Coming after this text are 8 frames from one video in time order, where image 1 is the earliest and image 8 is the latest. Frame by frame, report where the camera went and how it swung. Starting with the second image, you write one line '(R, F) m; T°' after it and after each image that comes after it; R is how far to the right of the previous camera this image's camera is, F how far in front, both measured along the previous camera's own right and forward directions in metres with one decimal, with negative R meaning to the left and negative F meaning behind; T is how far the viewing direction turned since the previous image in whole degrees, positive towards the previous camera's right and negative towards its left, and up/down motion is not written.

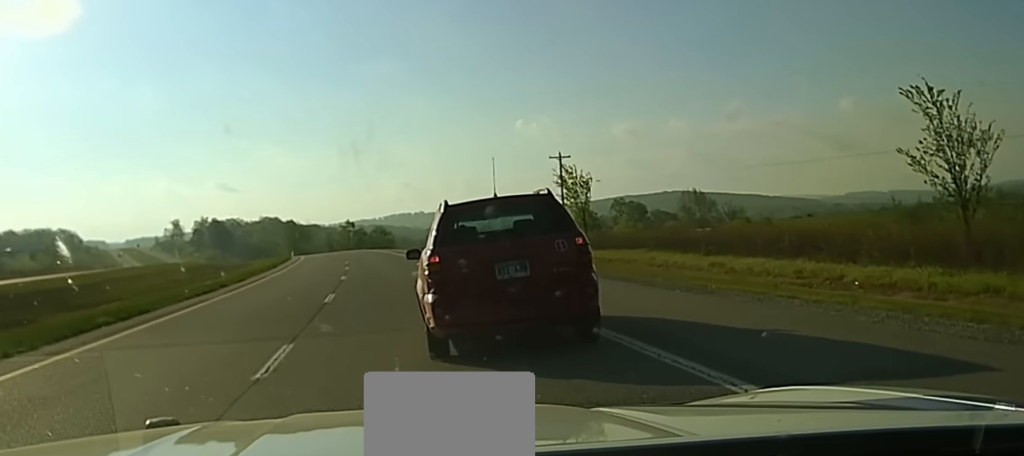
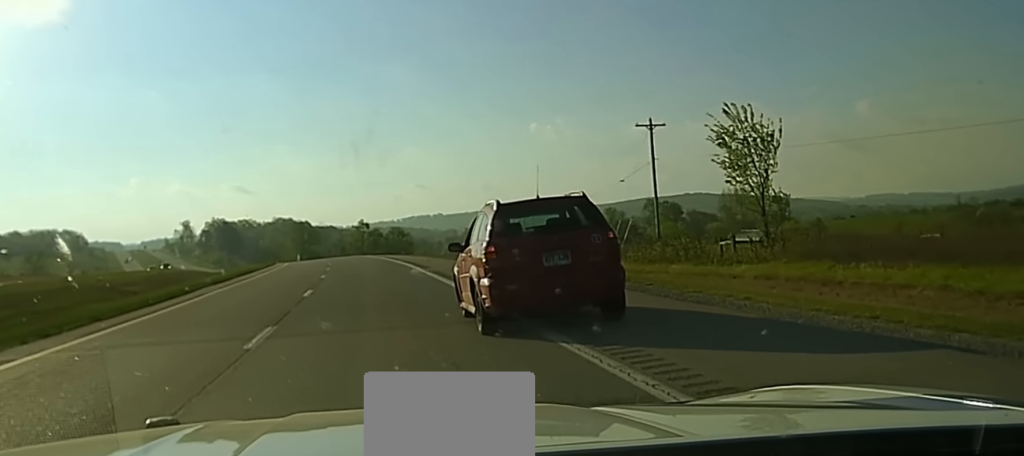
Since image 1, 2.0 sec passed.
(-0.9, +27.9) m; -2°
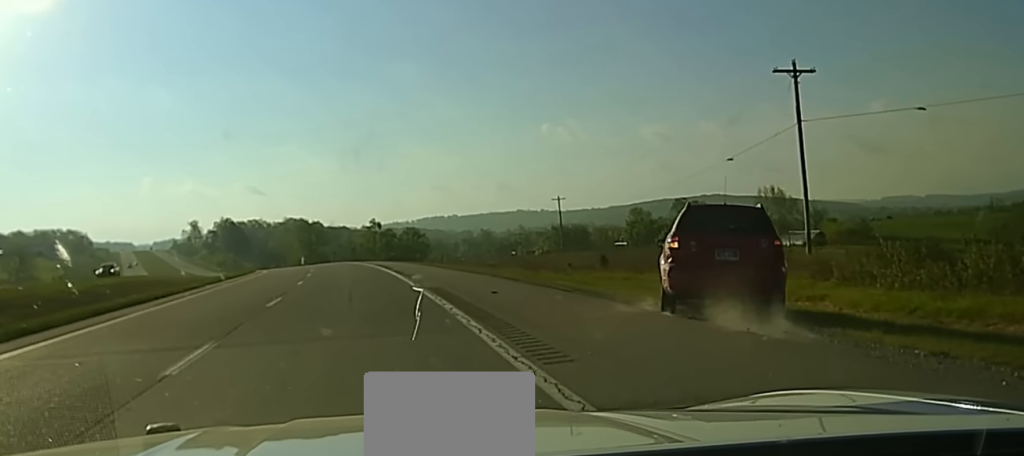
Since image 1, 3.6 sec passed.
(+0.4, +21.8) m; +1°
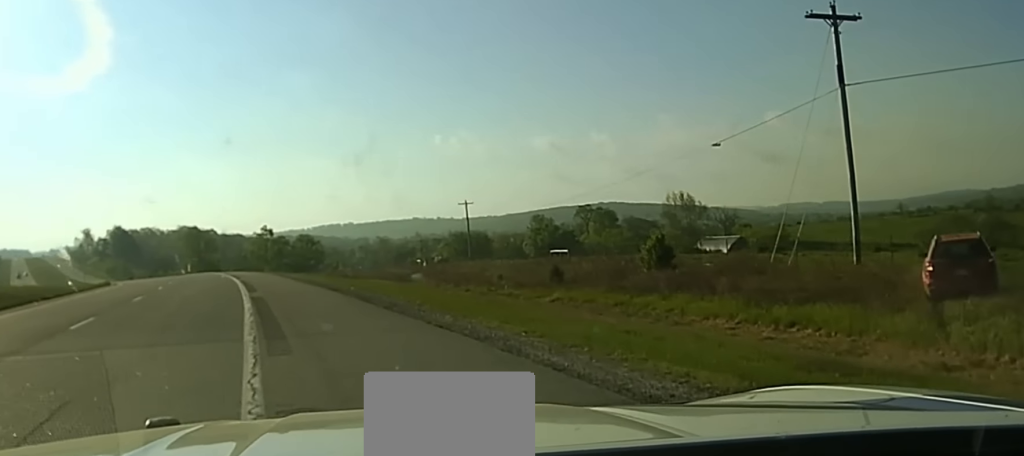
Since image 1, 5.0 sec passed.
(0.0, +18.8) m; +2°
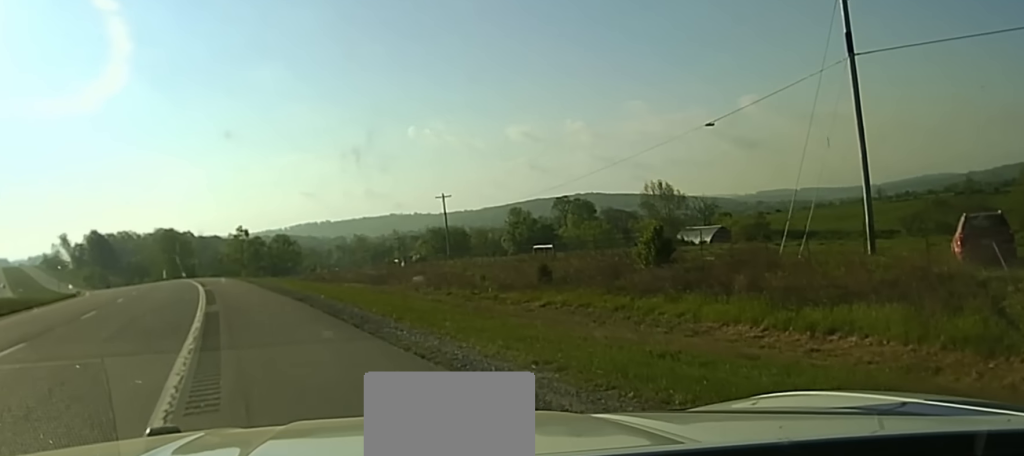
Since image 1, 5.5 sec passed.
(+0.2, +5.2) m; +3°
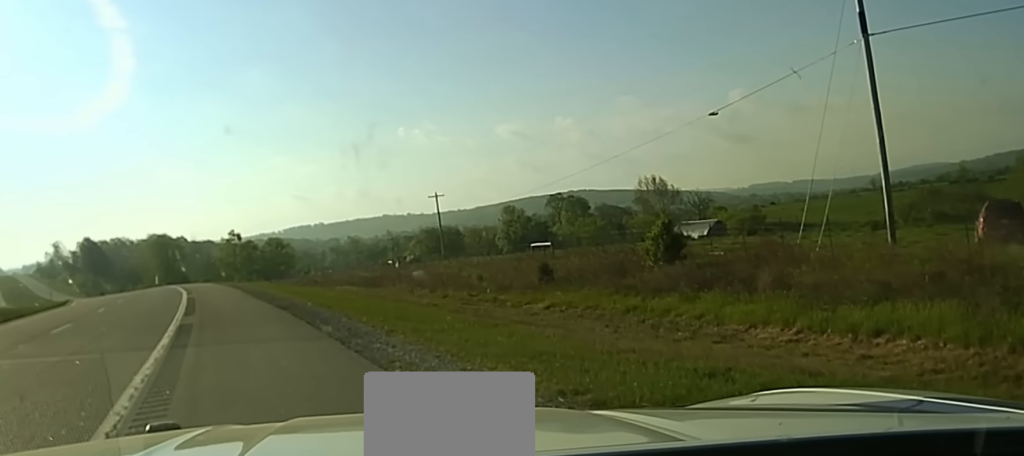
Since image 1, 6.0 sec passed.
(0.0, +4.7) m; +3°
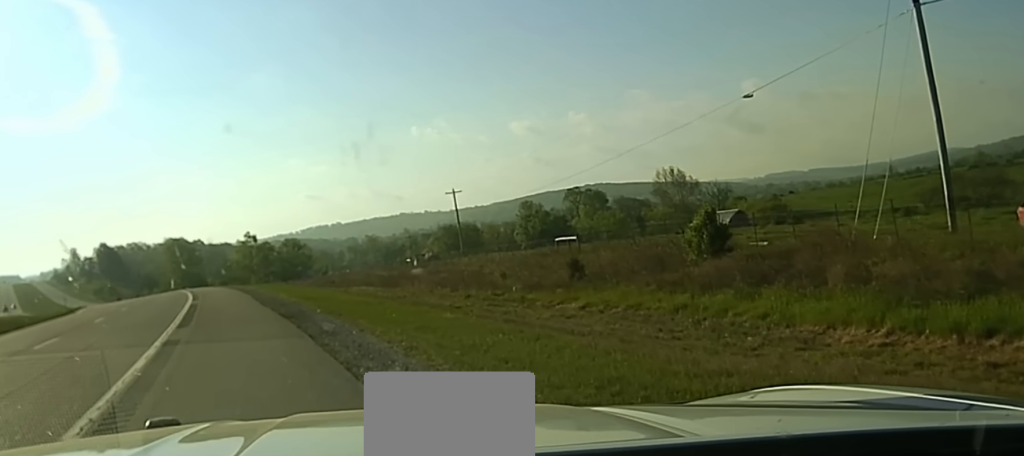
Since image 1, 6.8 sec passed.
(+0.4, +4.9) m; -1°
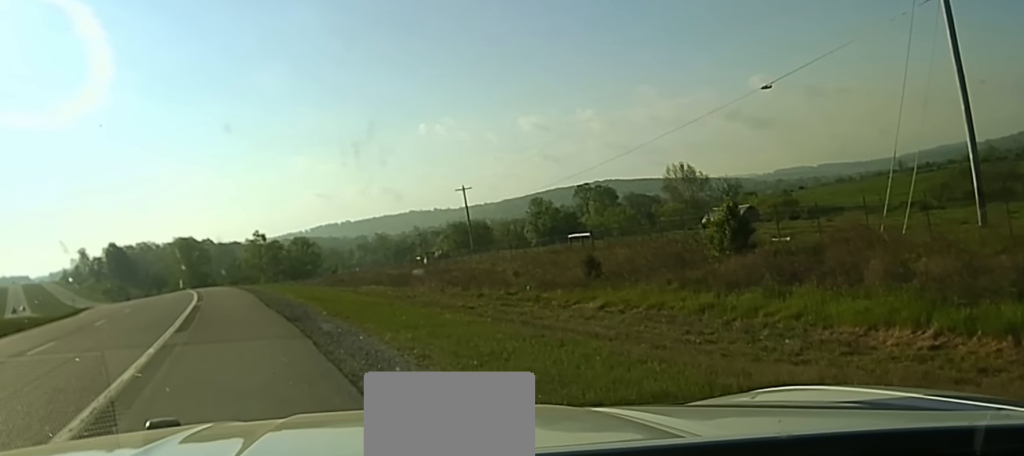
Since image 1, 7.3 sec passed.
(-0.1, +2.0) m; -2°
